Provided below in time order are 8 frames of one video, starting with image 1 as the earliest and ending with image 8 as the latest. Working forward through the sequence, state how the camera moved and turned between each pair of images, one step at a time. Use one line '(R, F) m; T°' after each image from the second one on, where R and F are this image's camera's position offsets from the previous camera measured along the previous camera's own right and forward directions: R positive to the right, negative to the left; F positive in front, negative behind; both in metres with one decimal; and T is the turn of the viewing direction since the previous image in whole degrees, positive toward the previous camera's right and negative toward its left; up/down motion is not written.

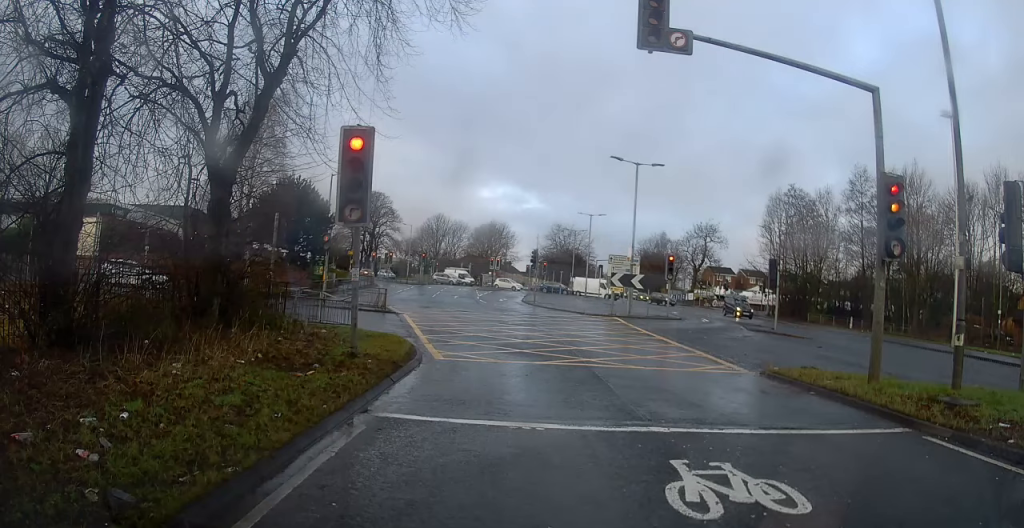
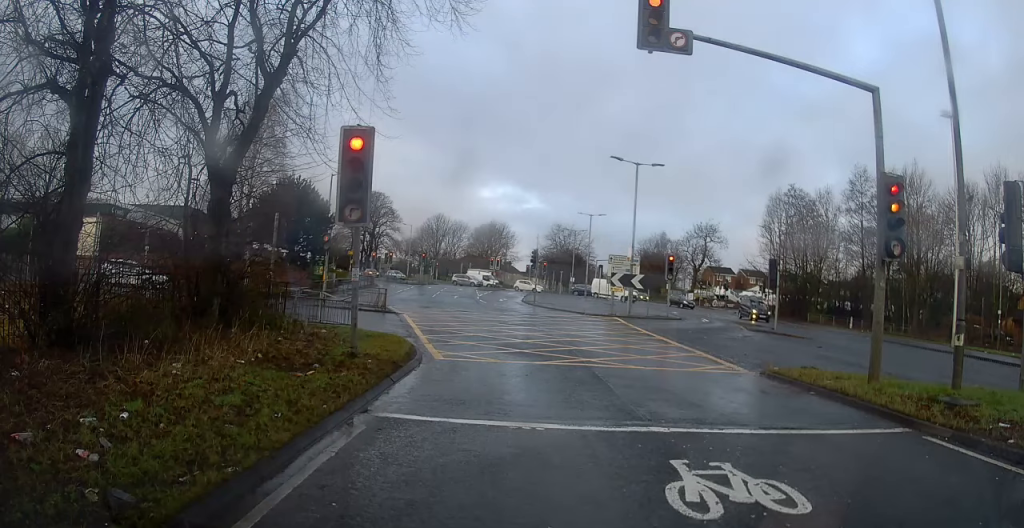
(0.0, 0.0) m; 0°
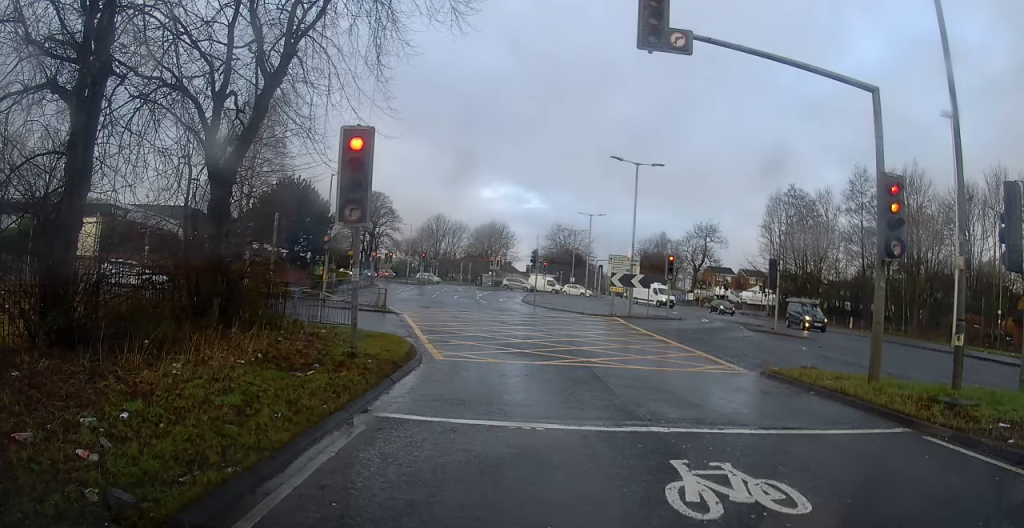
(0.0, 0.0) m; 0°
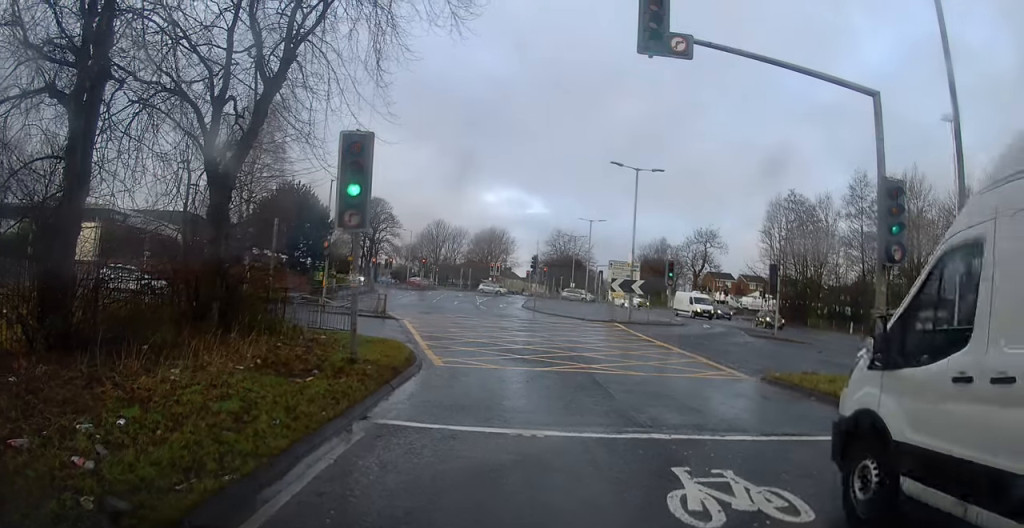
(-0.1, +0.2) m; 0°
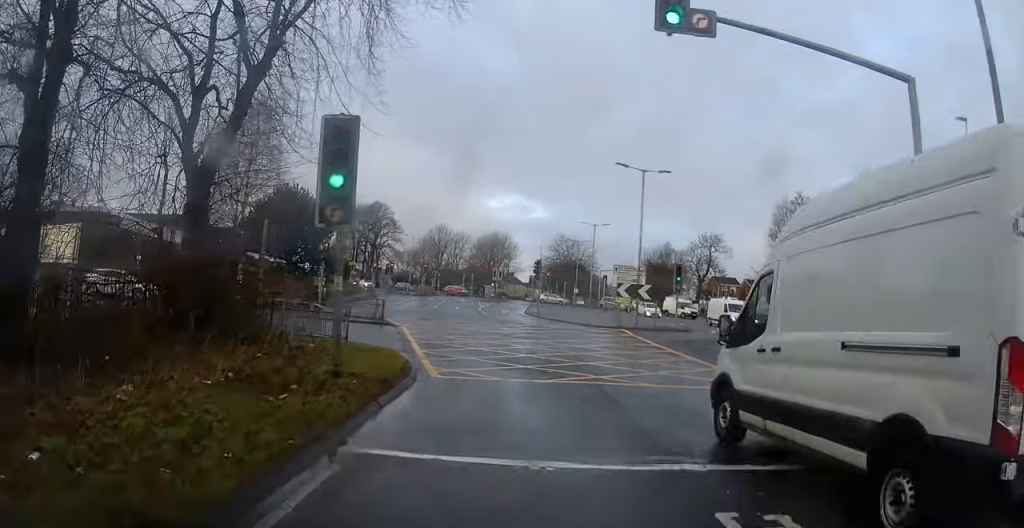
(-0.1, +0.5) m; 0°
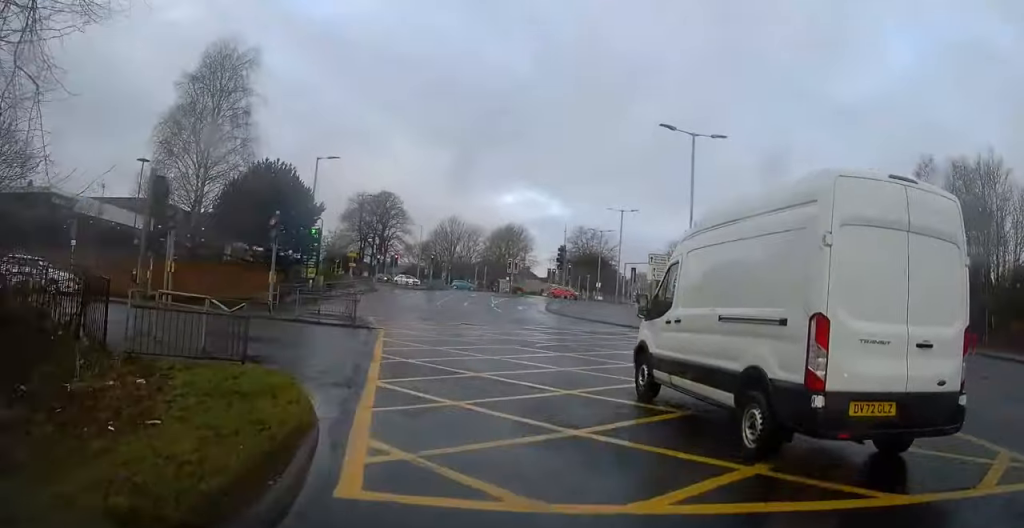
(0.0, +4.0) m; -1°
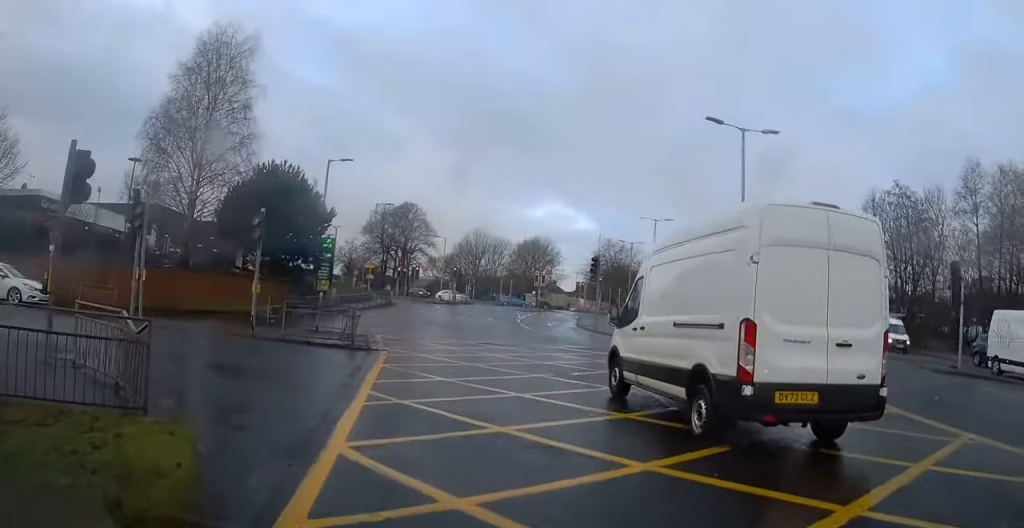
(0.0, +3.5) m; -3°
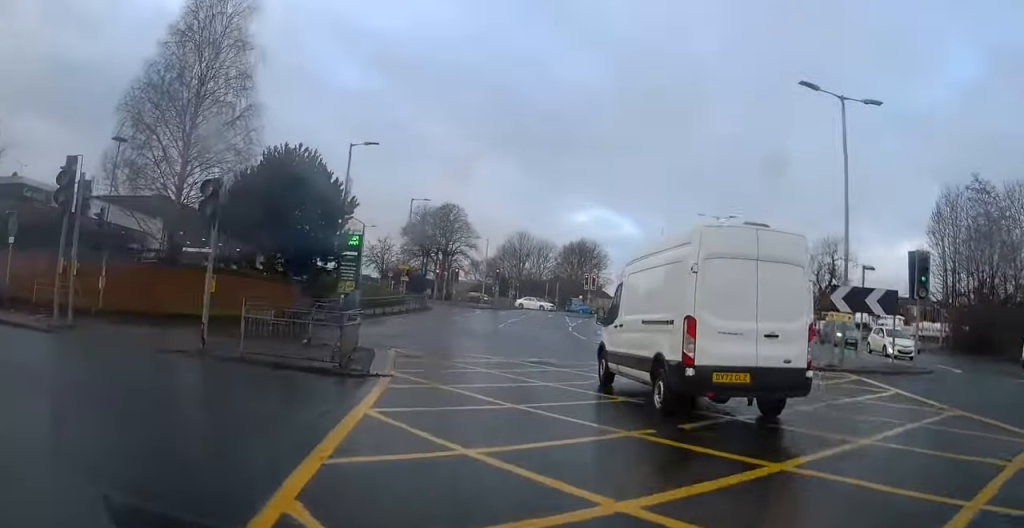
(-0.2, +5.8) m; -5°
